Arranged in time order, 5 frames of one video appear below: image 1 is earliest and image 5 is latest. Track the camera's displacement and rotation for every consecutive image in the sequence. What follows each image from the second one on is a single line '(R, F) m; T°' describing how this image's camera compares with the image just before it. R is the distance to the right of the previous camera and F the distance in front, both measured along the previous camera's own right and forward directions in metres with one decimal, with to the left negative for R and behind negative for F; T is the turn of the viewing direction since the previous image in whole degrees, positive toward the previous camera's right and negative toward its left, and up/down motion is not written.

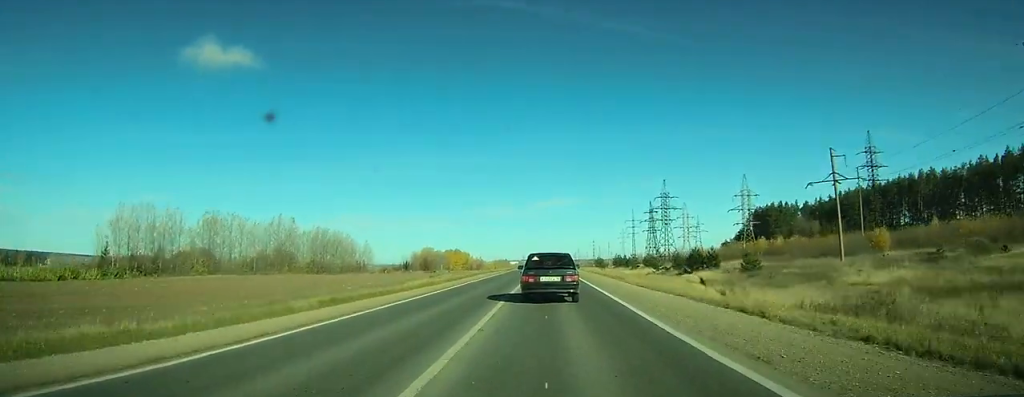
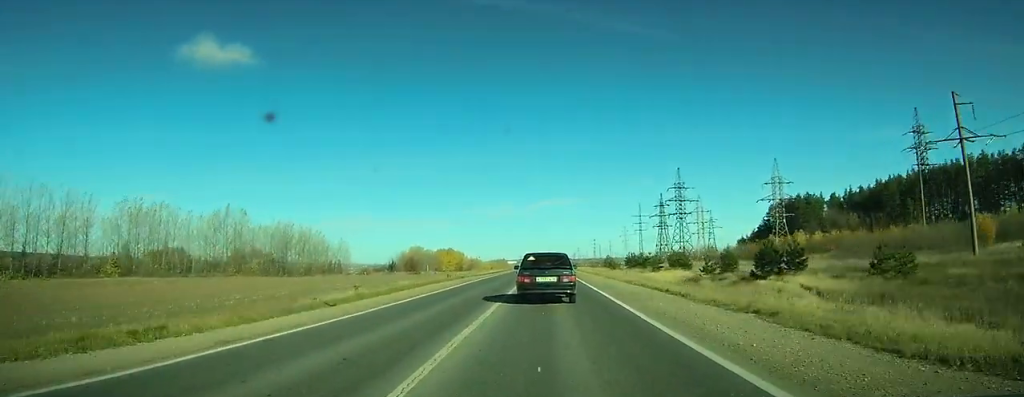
(-0.1, +26.3) m; 0°
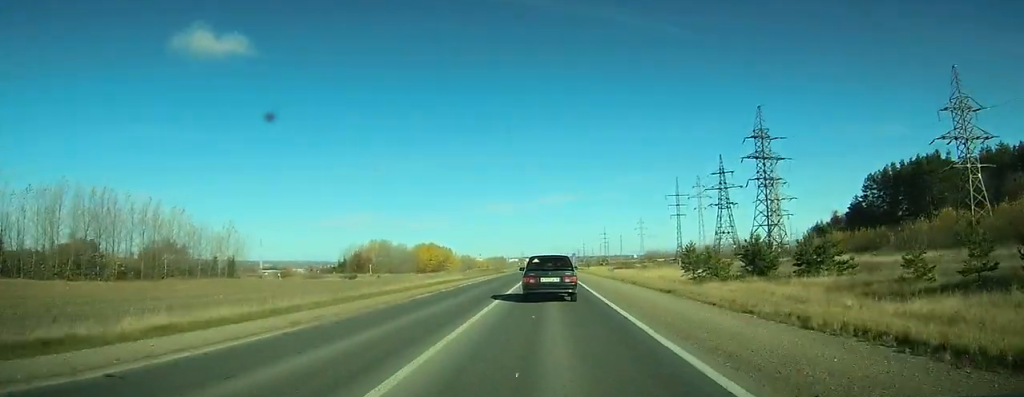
(+0.2, +73.9) m; 0°
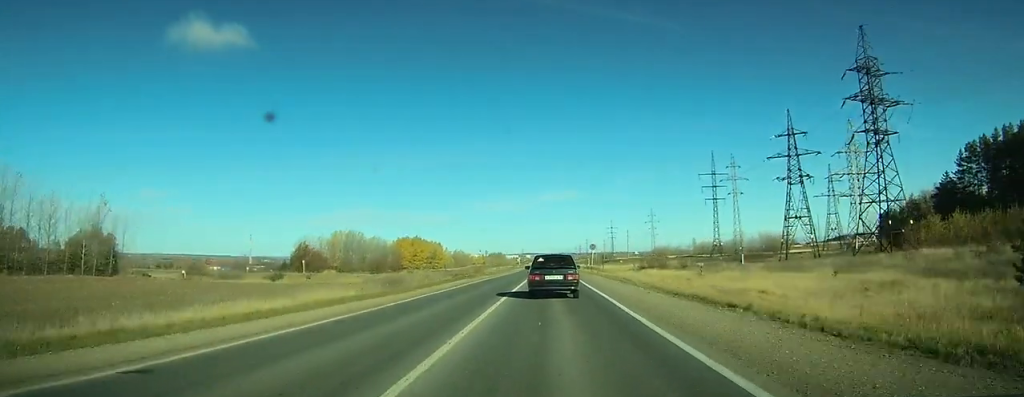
(+0.1, +41.4) m; 0°
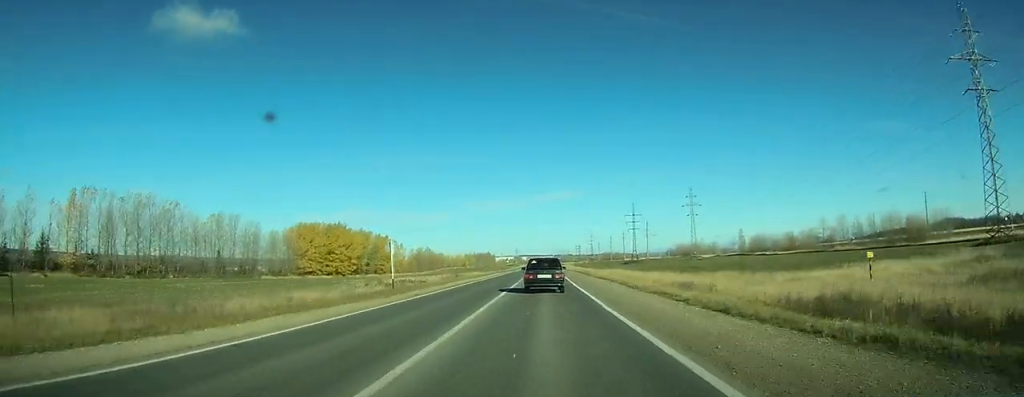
(0.0, +112.2) m; +1°
